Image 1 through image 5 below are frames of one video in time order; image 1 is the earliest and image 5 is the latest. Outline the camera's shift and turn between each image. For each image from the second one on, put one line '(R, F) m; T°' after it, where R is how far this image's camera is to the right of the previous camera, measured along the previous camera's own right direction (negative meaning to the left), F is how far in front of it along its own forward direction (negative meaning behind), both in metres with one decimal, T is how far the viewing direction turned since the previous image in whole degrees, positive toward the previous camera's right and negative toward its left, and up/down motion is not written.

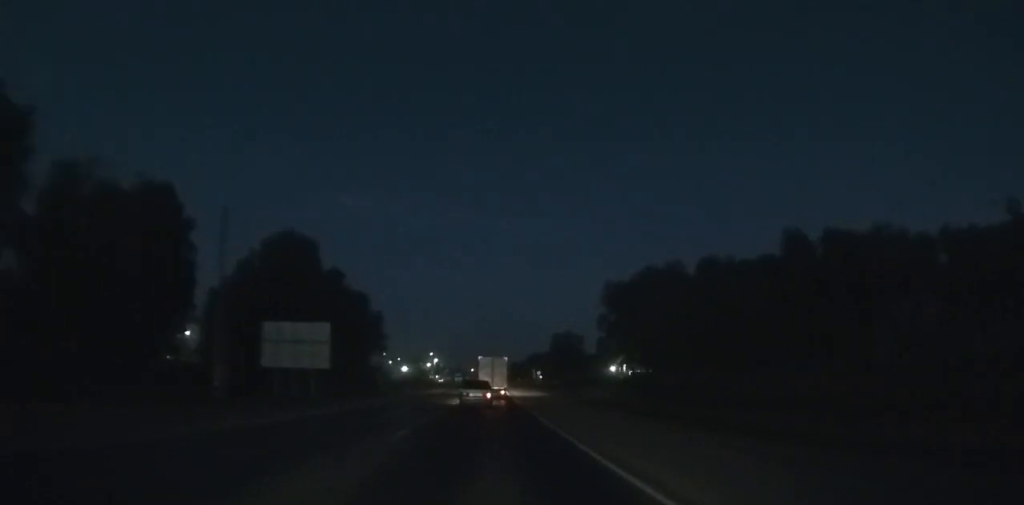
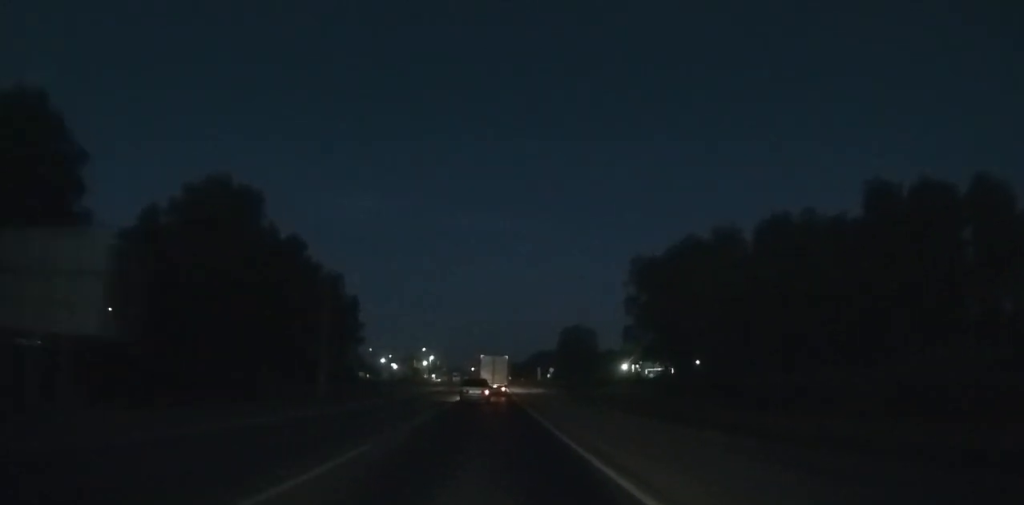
(0.0, +22.2) m; 0°
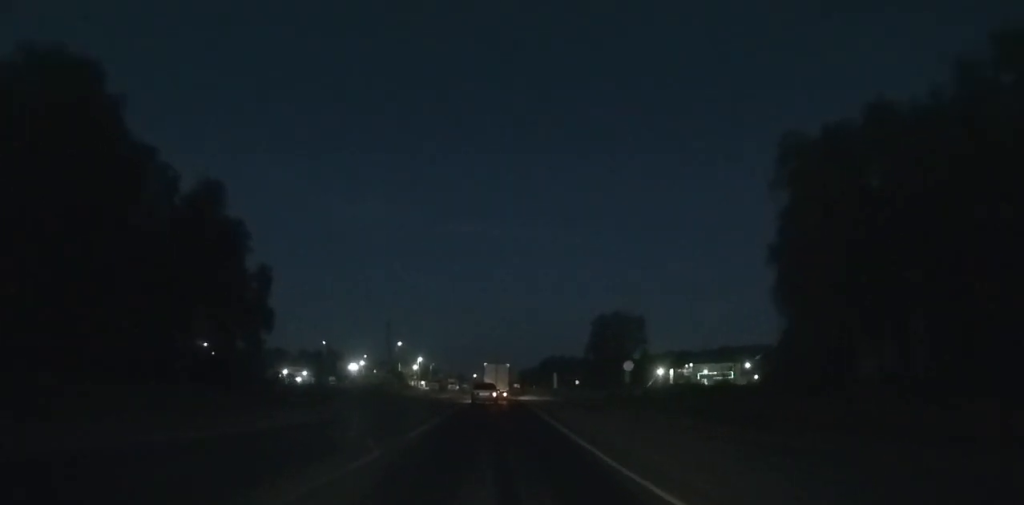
(+0.1, +47.9) m; 0°
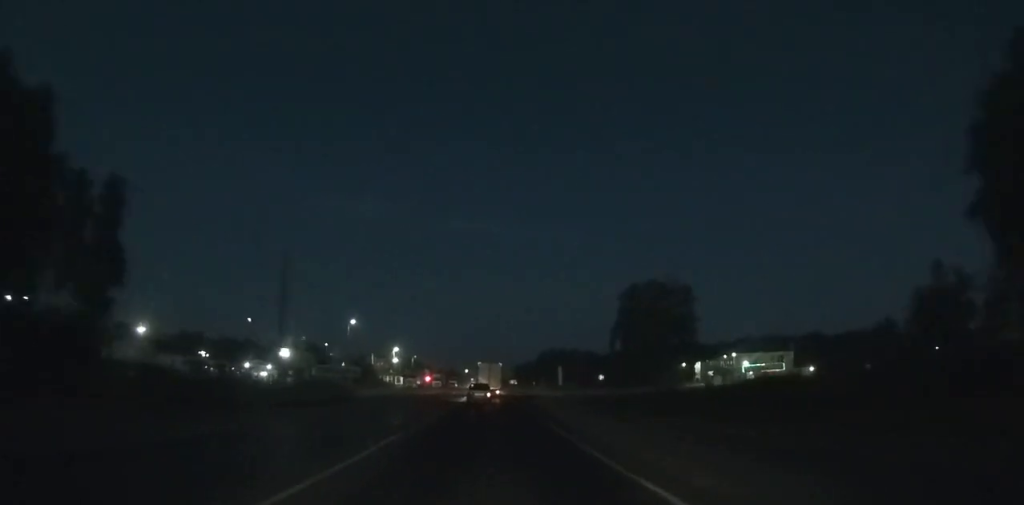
(-0.1, +30.6) m; 0°
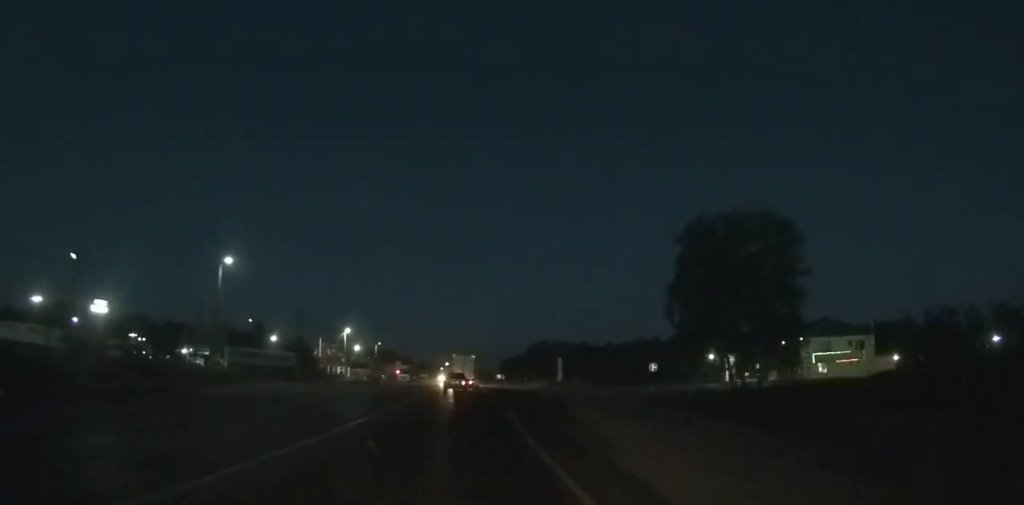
(+0.4, +31.0) m; +1°
